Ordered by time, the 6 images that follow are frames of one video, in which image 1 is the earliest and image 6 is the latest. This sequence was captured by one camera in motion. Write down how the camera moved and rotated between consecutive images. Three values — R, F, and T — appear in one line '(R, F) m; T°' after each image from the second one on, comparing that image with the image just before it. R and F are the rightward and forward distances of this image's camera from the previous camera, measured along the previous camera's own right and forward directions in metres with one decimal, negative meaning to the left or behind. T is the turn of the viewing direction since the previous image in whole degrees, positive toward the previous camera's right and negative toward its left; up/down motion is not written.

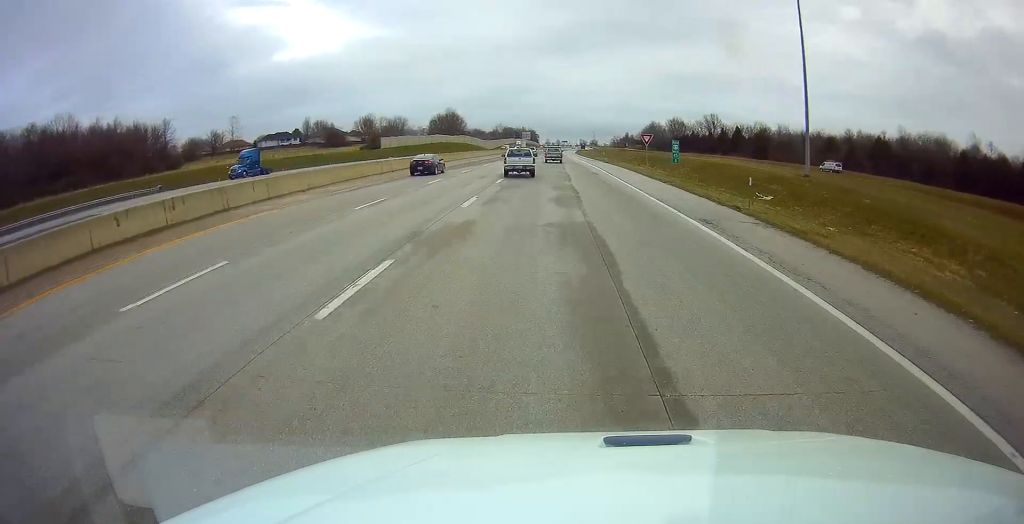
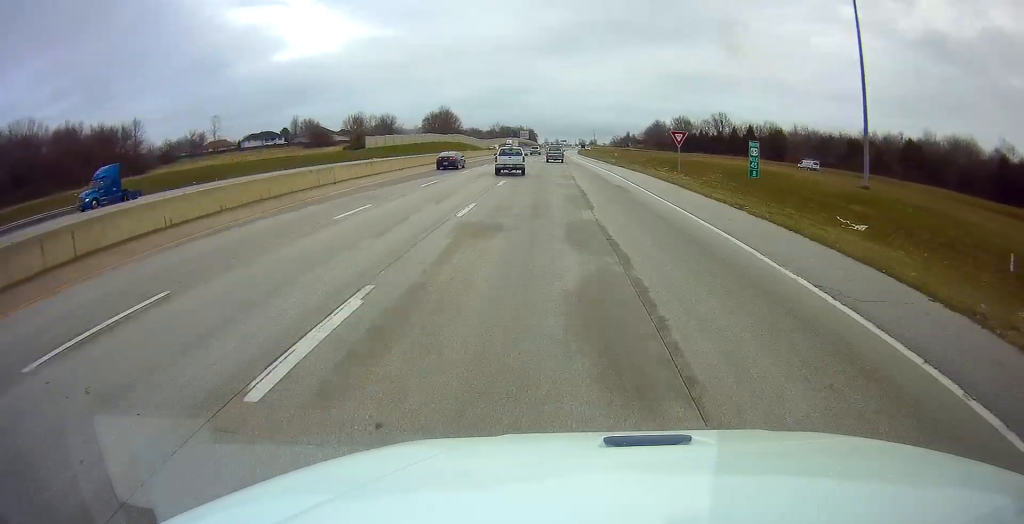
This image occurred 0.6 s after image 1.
(0.0, +14.9) m; 0°
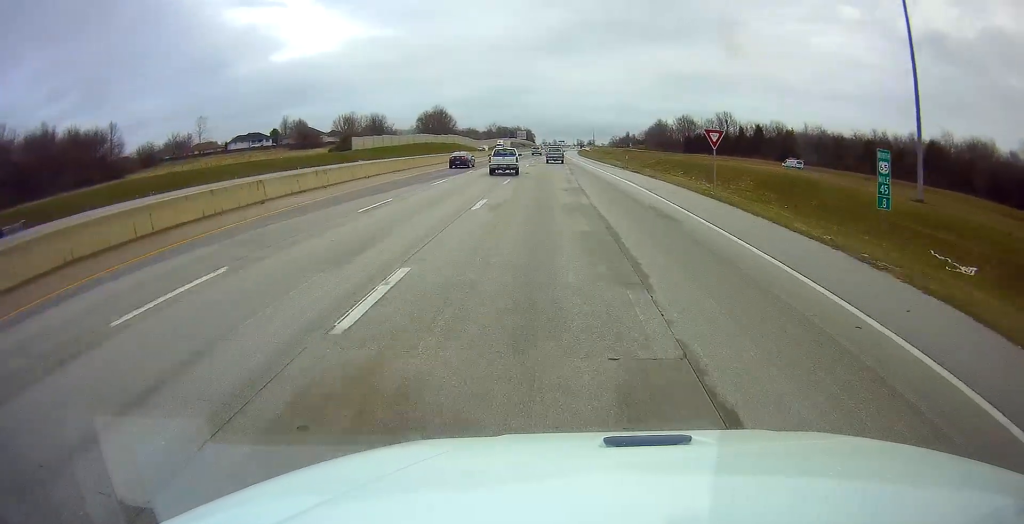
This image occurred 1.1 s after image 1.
(0.0, +10.3) m; +1°
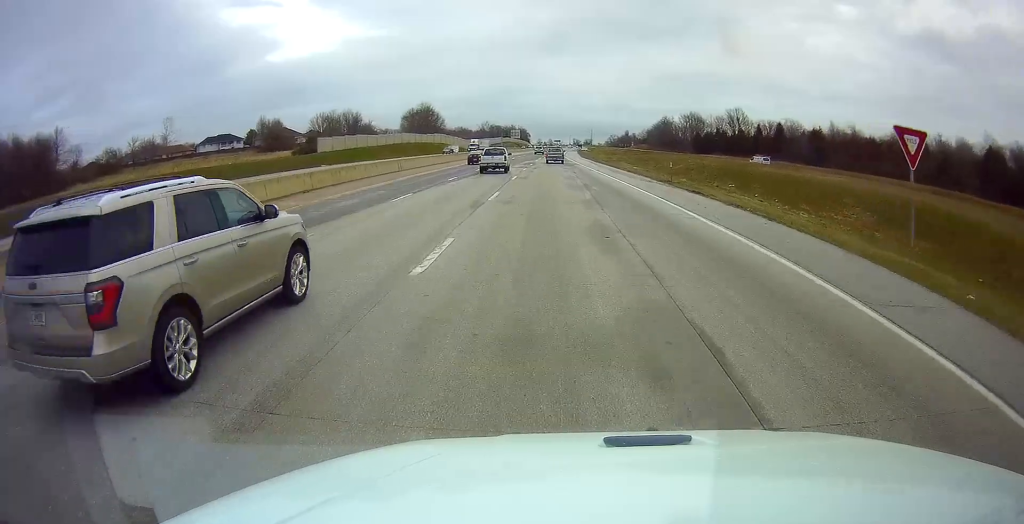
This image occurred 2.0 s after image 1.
(+0.2, +21.5) m; +1°
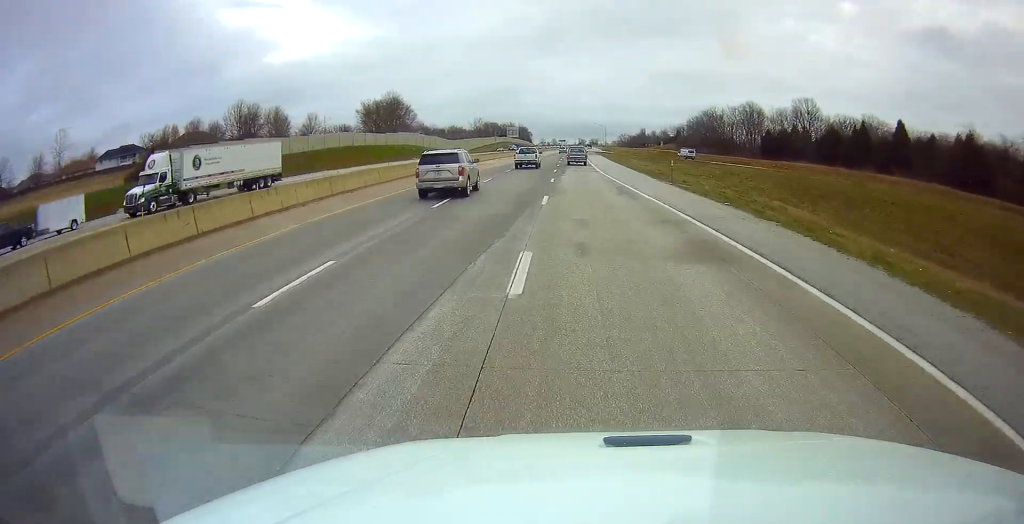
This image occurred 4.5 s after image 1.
(+0.1, +62.8) m; +1°
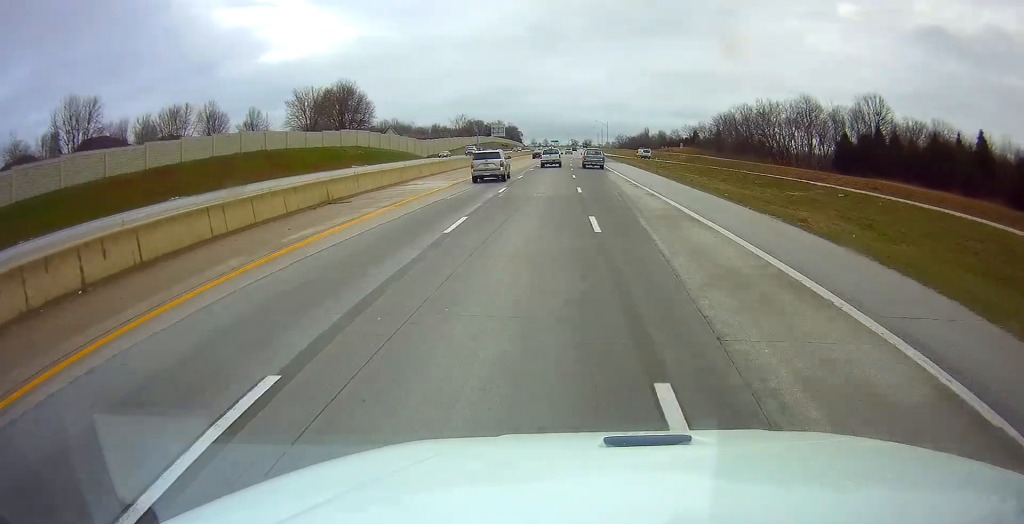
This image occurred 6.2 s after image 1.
(-0.2, +42.8) m; 0°
